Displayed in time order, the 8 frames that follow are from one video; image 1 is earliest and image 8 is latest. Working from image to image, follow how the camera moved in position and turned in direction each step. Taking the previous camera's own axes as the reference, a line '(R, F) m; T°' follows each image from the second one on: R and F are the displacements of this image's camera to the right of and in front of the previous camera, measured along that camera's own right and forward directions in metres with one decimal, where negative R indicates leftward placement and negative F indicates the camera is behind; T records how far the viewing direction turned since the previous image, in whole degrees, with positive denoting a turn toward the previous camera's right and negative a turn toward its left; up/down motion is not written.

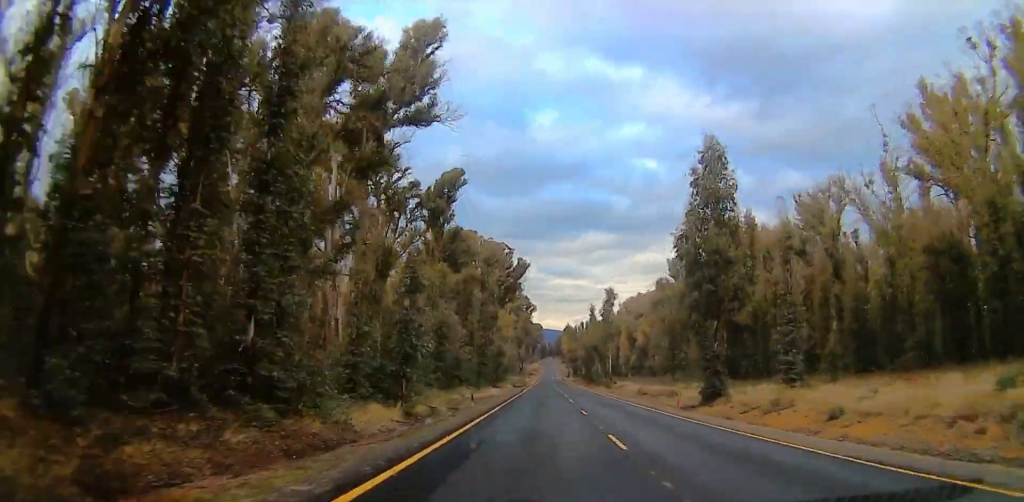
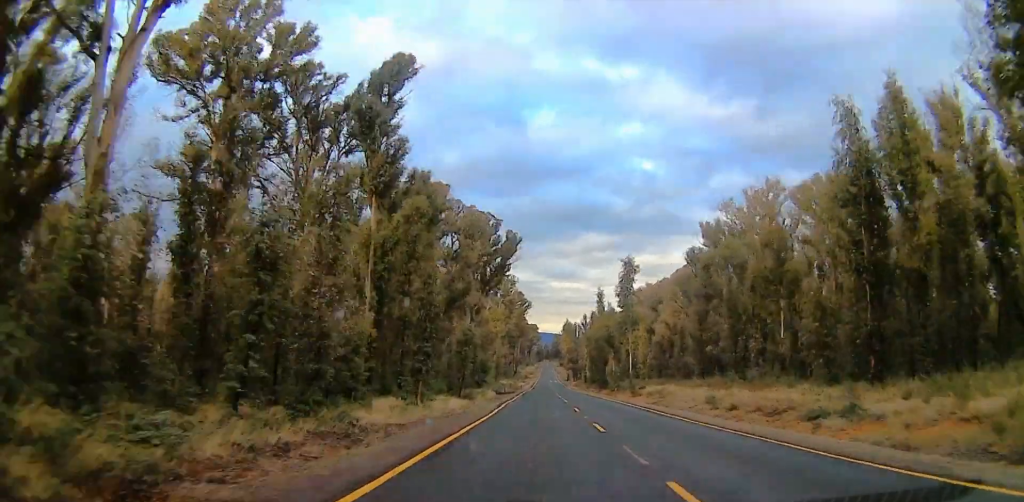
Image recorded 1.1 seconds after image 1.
(+0.8, +32.0) m; 0°
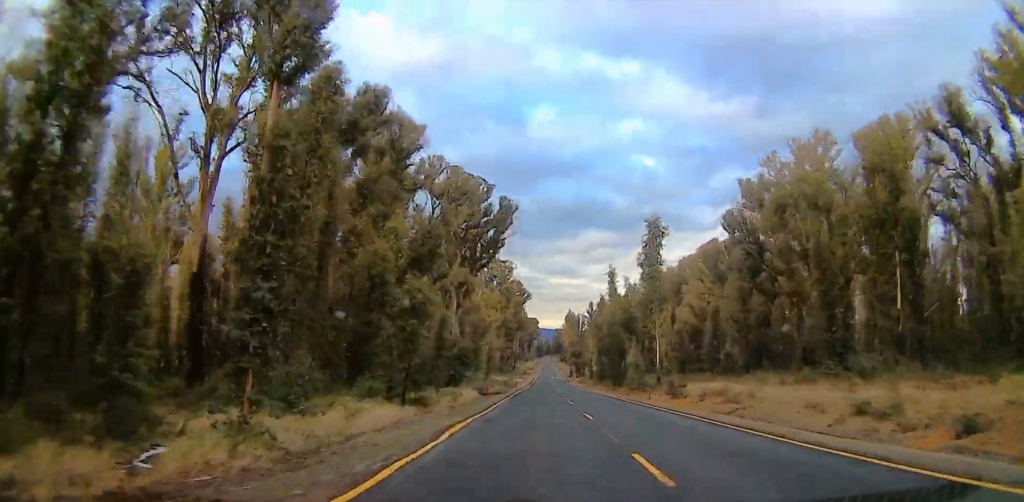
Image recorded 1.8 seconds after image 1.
(-0.2, +21.3) m; -1°
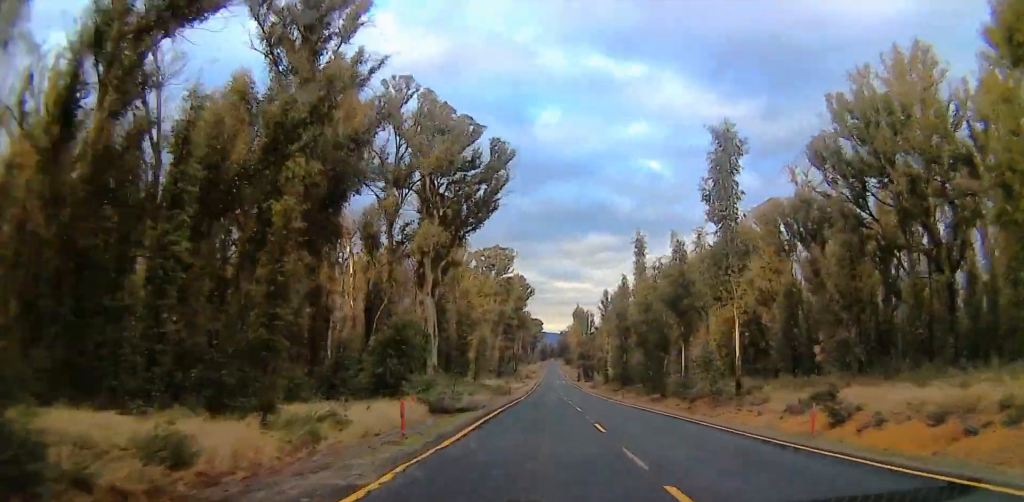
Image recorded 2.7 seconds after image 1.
(-0.8, +26.1) m; 0°
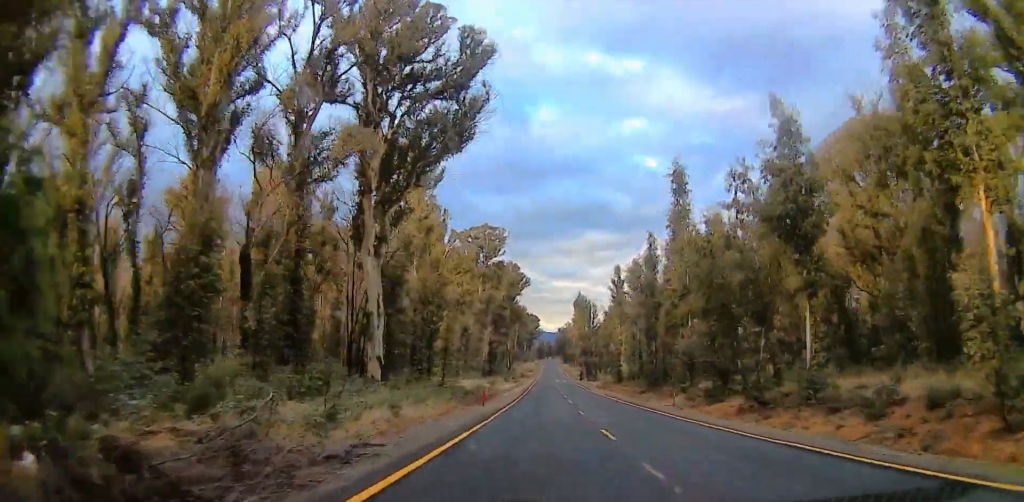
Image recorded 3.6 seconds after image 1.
(+1.2, +26.2) m; 0°
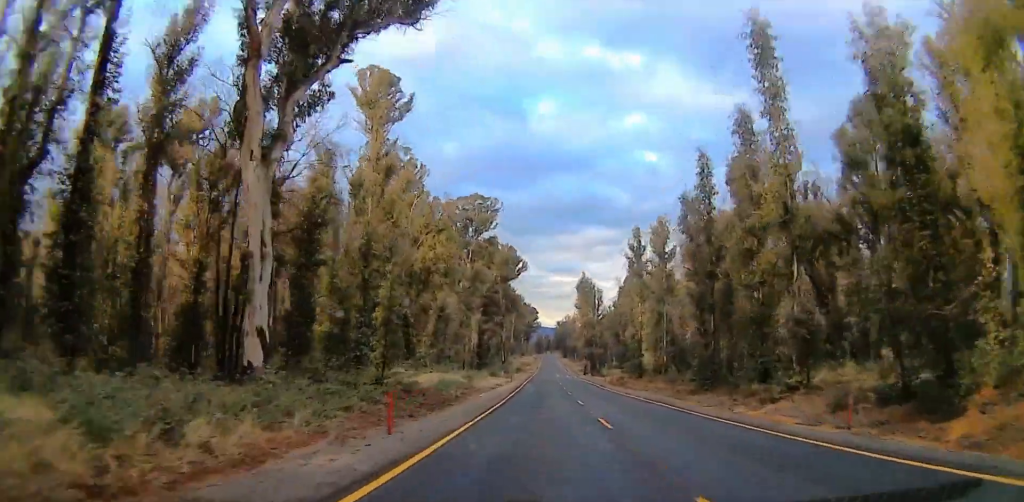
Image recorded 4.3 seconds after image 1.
(-1.1, +22.7) m; 0°
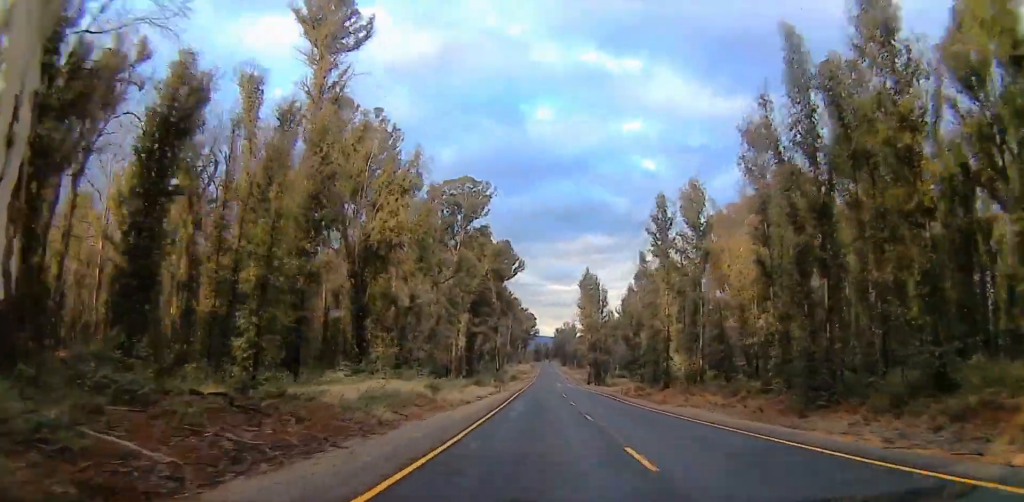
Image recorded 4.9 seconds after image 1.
(+0.3, +18.0) m; 0°
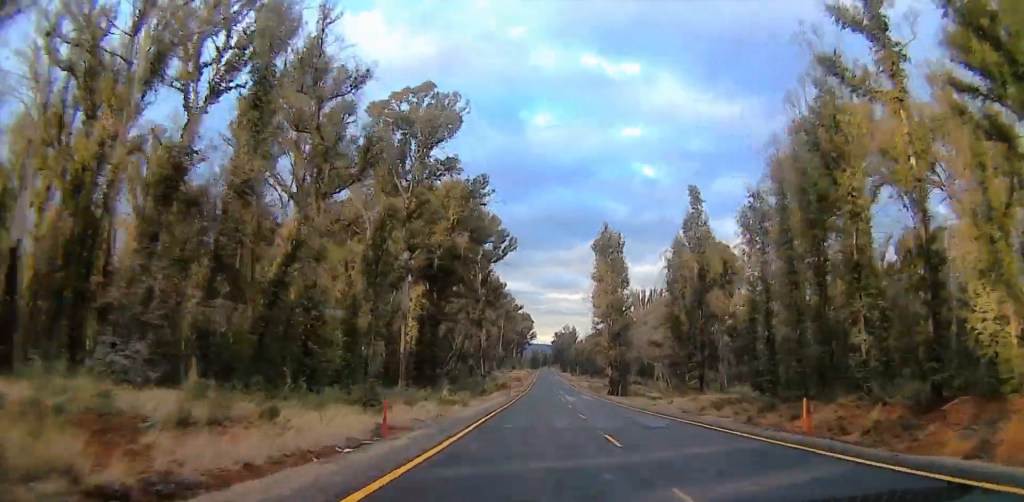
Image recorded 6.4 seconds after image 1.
(-0.3, +43.5) m; +1°
